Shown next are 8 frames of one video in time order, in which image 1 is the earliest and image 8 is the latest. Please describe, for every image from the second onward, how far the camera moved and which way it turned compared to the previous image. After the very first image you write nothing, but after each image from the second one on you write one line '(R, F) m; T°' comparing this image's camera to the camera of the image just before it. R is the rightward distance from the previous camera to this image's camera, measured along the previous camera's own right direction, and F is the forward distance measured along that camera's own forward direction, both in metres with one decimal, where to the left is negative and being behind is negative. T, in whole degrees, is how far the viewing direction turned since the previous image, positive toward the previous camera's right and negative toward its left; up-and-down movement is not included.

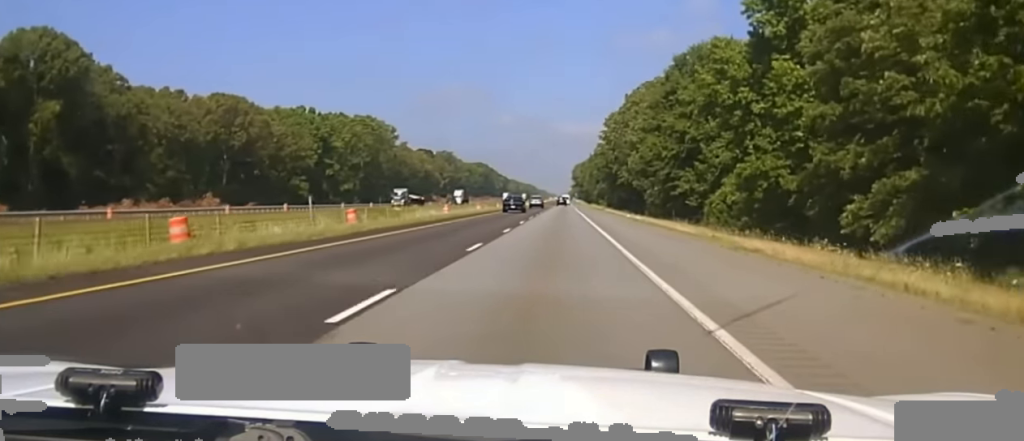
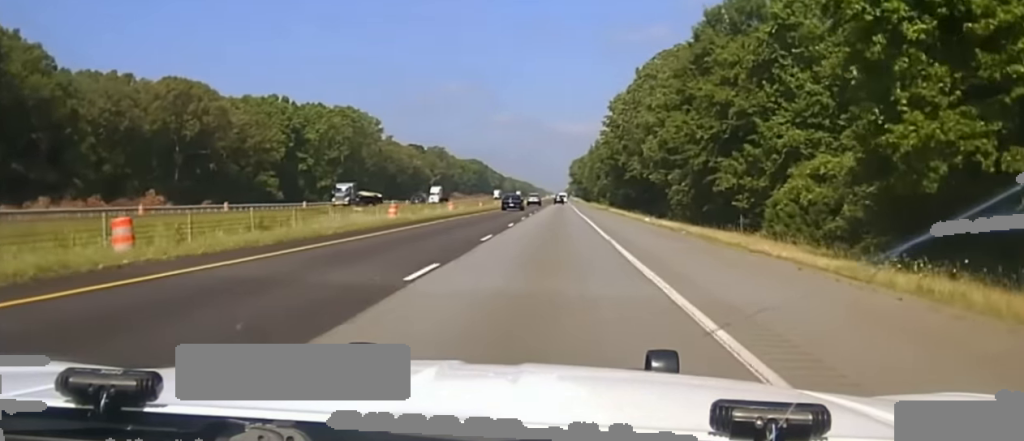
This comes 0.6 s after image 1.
(0.0, +15.1) m; 0°
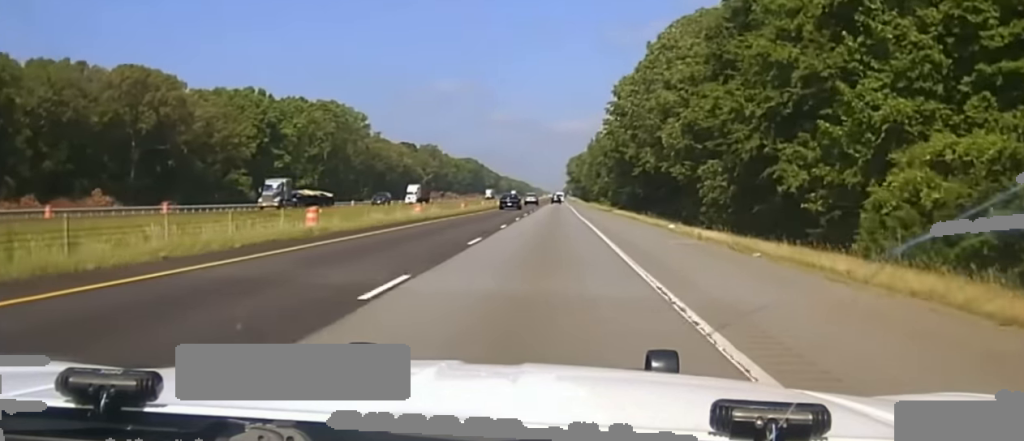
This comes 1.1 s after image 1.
(0.0, +13.1) m; 0°
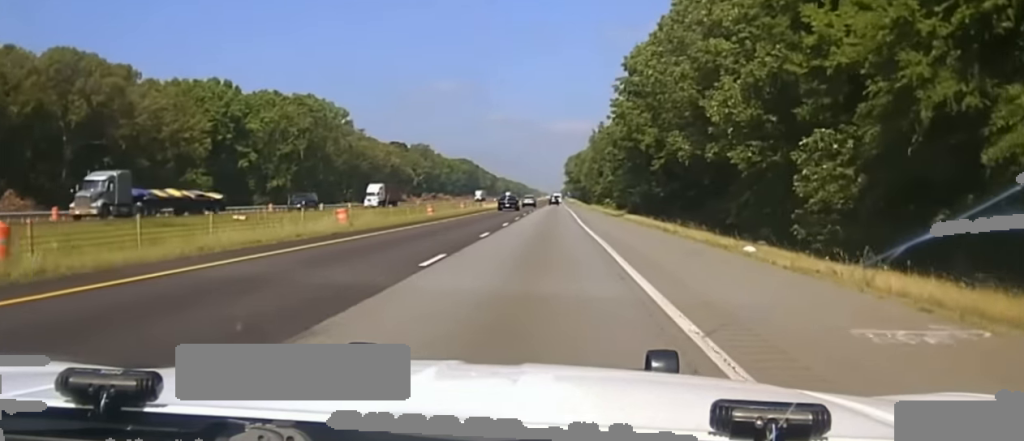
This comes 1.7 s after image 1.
(0.0, +18.1) m; 0°
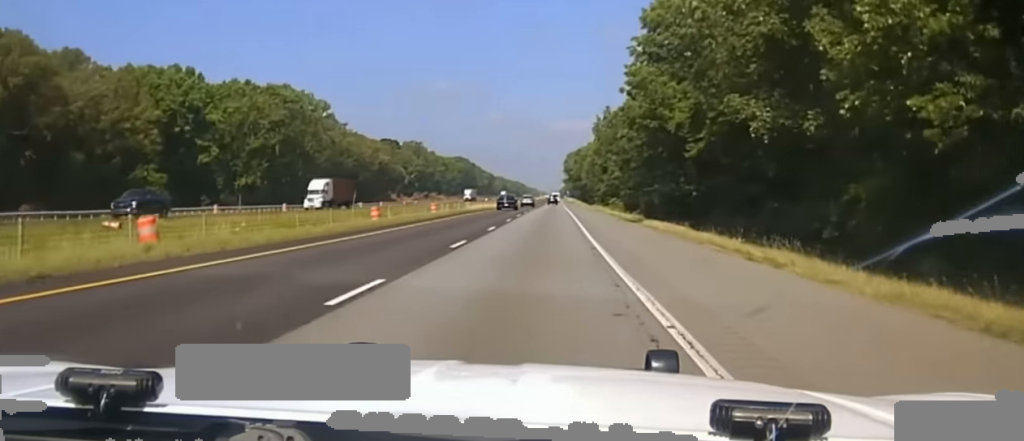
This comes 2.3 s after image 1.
(+0.2, +20.3) m; 0°
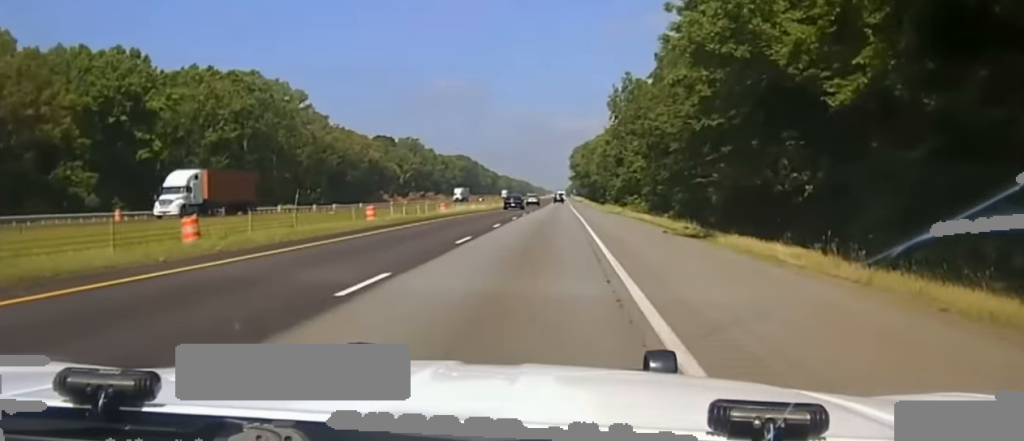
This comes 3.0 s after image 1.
(+0.1, +28.0) m; 0°
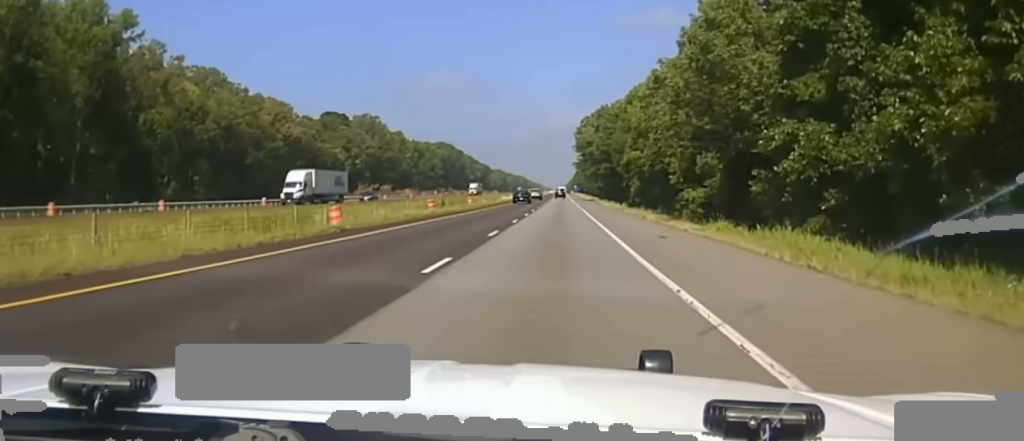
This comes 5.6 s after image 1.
(-0.9, +94.0) m; 0°
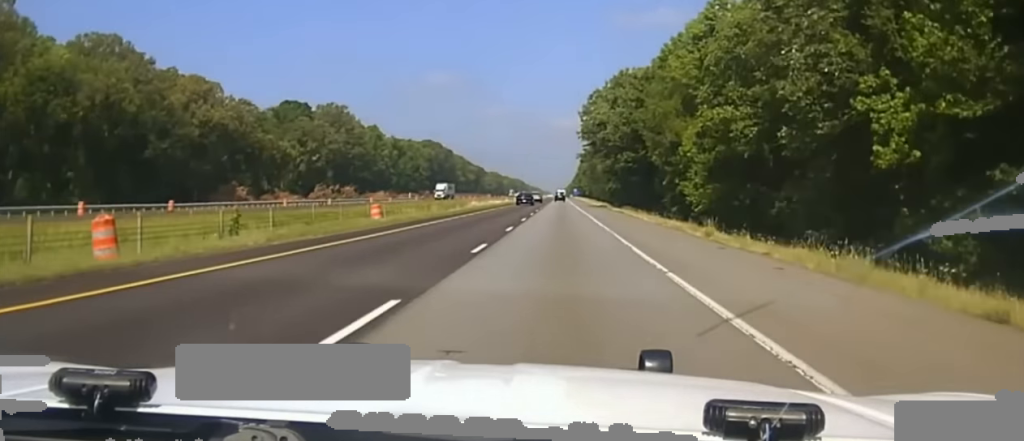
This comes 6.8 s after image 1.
(+0.4, +35.8) m; +1°
